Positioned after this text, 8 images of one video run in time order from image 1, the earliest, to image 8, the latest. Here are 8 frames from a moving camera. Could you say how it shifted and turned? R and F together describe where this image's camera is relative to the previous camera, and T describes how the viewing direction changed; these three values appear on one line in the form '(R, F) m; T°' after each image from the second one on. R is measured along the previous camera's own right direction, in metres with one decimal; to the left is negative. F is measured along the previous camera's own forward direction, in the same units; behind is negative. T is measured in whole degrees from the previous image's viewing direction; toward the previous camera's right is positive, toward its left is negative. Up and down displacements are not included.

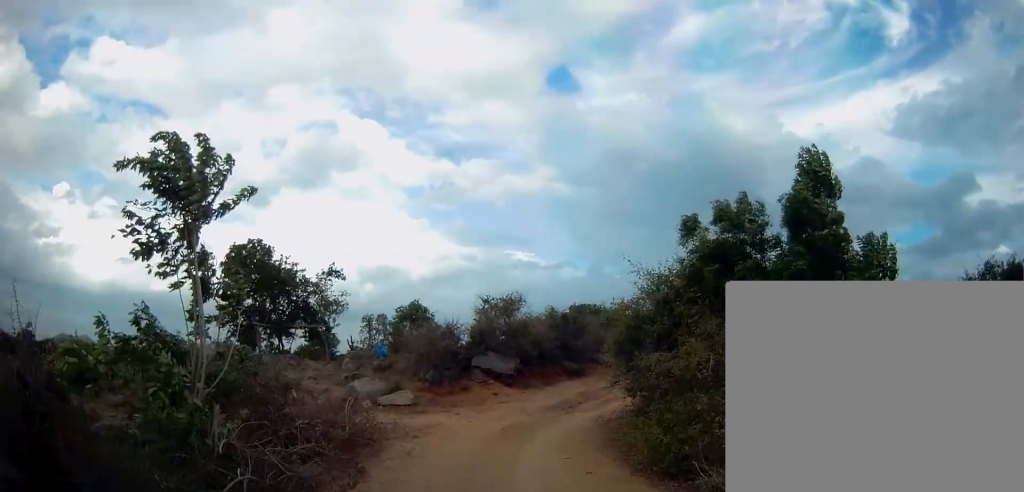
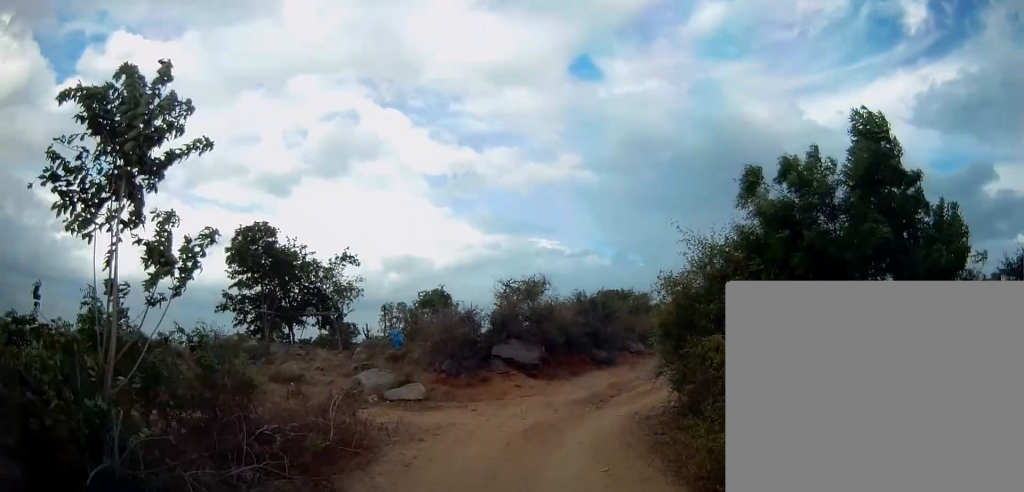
(-0.1, +1.7) m; -3°
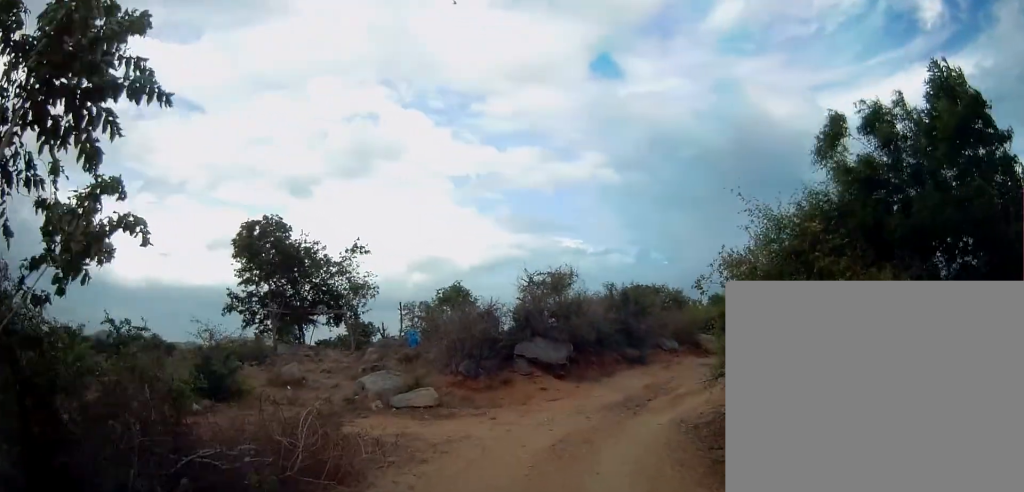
(0.0, +1.6) m; -2°
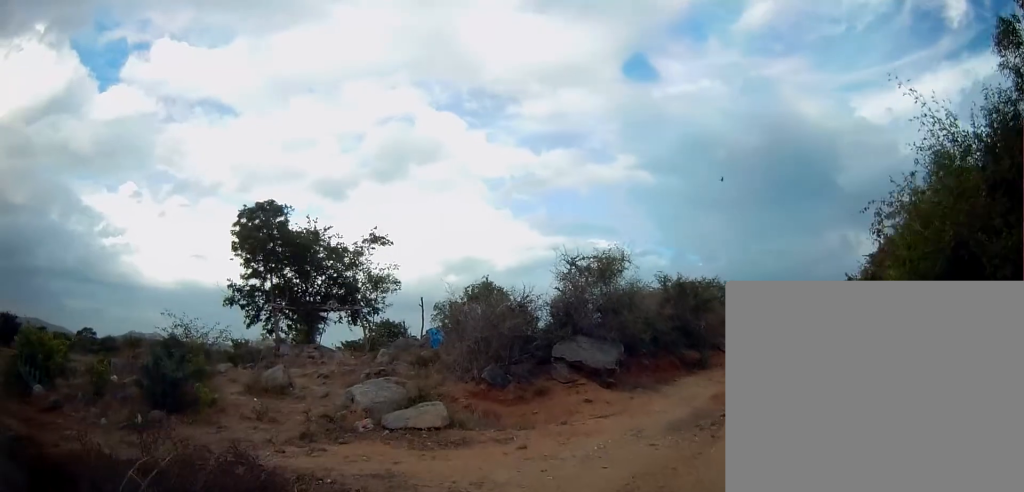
(-0.1, +2.7) m; -2°
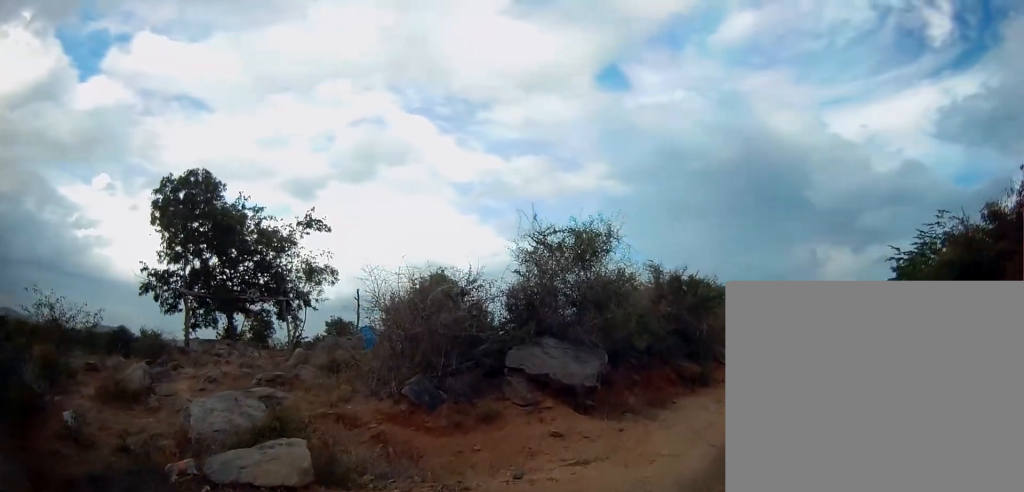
(+0.1, +3.6) m; +11°
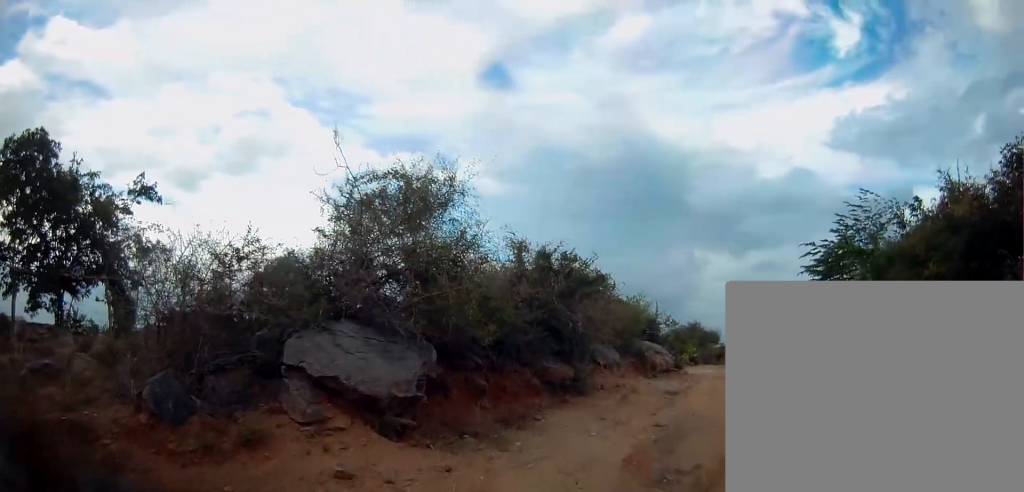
(+0.3, +2.8) m; +6°
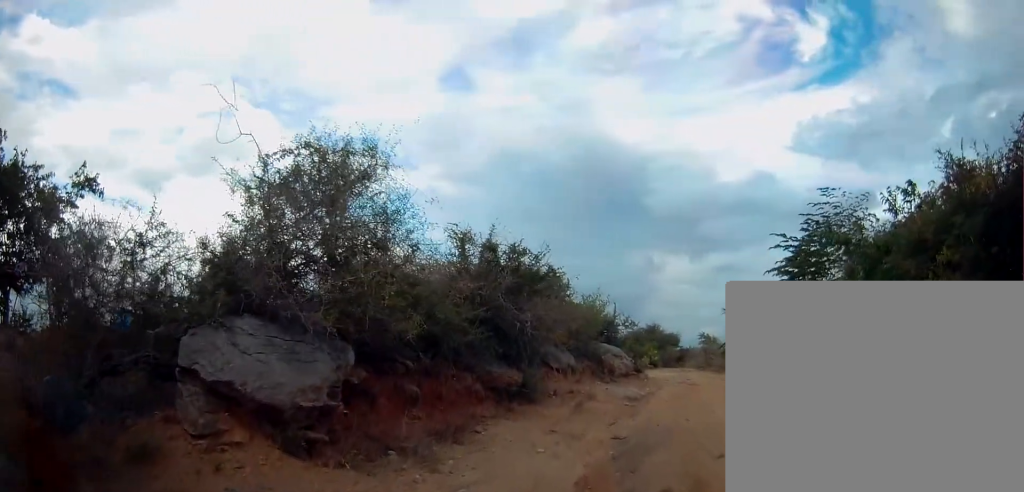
(0.0, +1.0) m; +1°
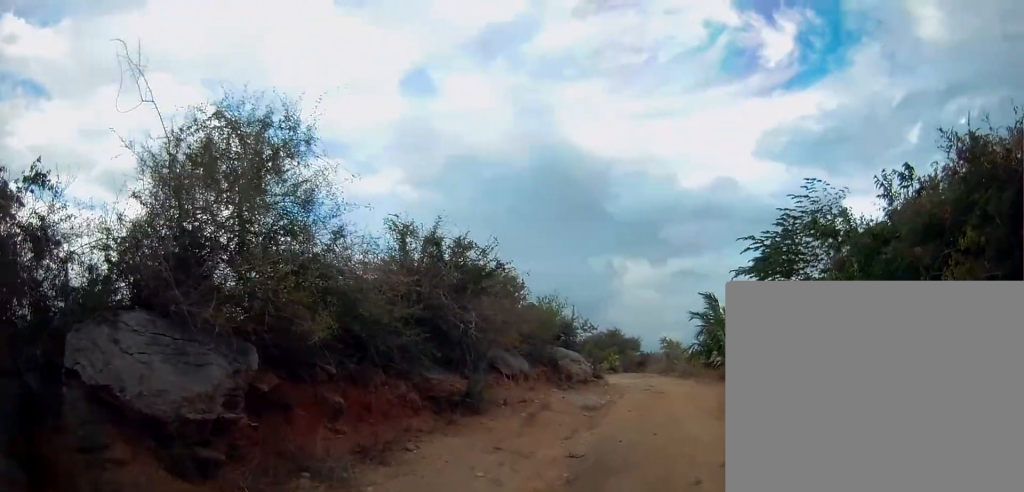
(0.0, +0.9) m; +2°
